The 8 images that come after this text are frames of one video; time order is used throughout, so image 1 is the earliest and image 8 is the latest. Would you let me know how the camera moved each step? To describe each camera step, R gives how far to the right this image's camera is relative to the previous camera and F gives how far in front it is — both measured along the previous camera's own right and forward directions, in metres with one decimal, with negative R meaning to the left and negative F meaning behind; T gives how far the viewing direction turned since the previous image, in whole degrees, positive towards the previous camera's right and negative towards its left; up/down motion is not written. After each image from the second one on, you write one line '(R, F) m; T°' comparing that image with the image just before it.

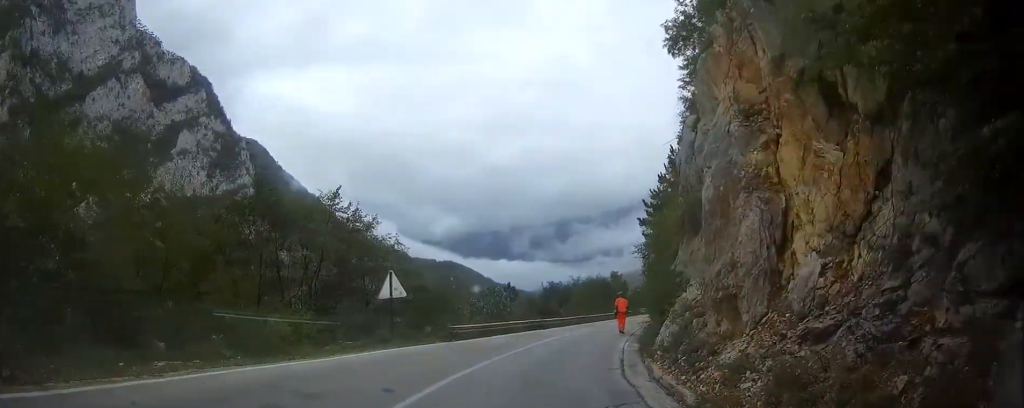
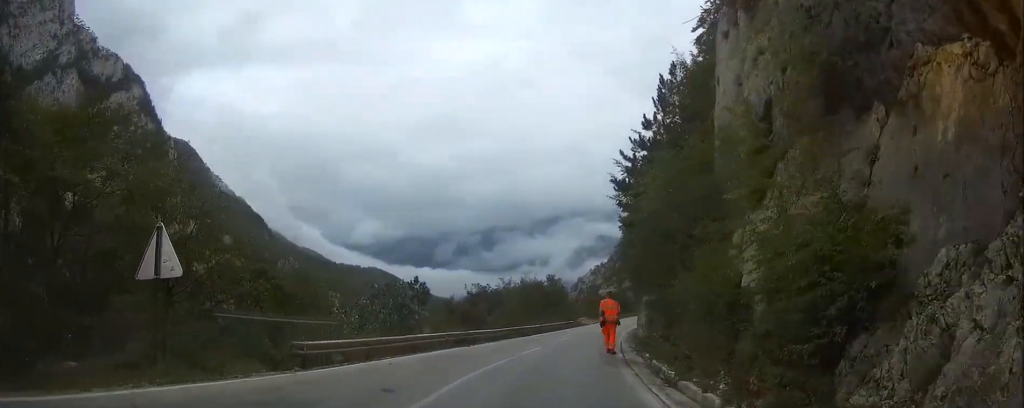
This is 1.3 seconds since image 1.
(+0.3, +13.2) m; +3°
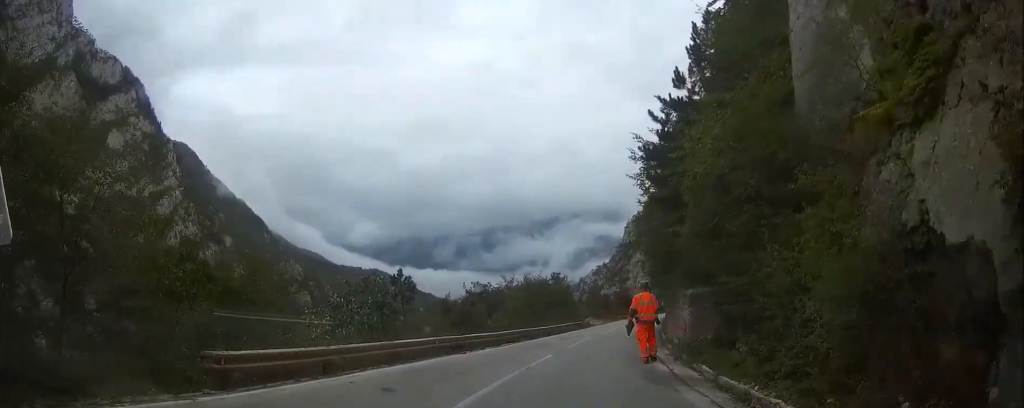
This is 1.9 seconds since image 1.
(+0.1, +4.9) m; +1°
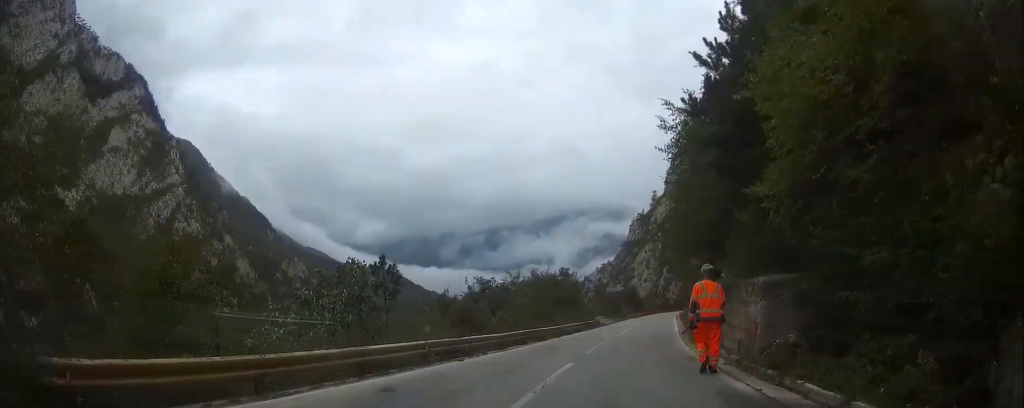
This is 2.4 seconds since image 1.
(0.0, +4.5) m; +1°
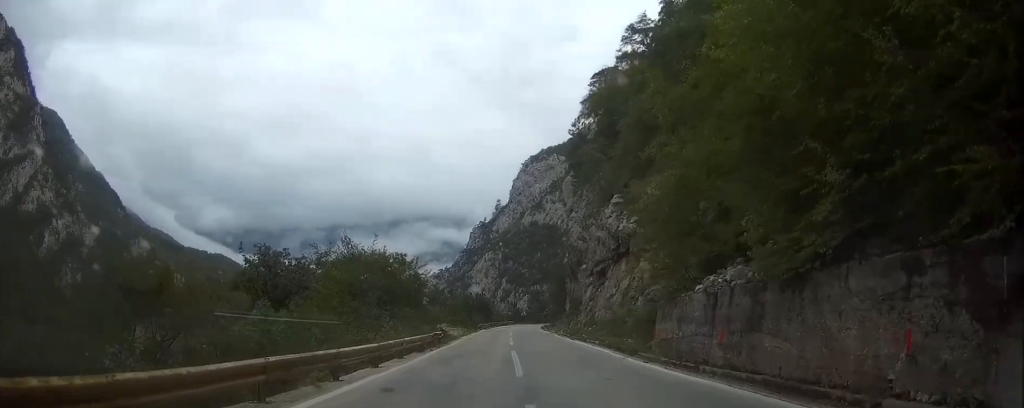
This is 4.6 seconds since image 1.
(+1.2, +19.8) m; +10°
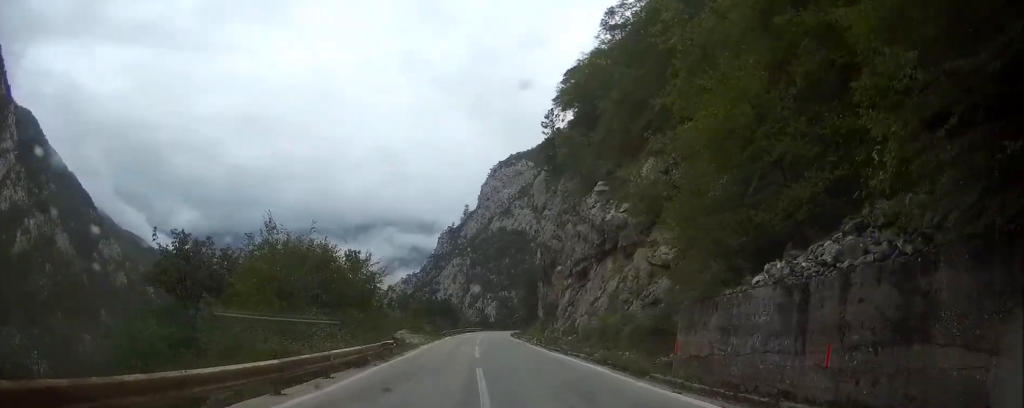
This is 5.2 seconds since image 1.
(+0.2, +5.5) m; +2°
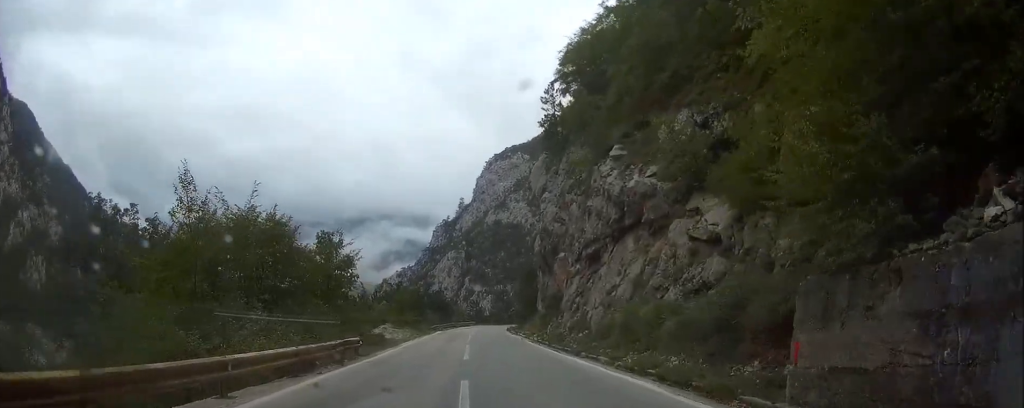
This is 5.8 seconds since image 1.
(+0.1, +5.6) m; +2°
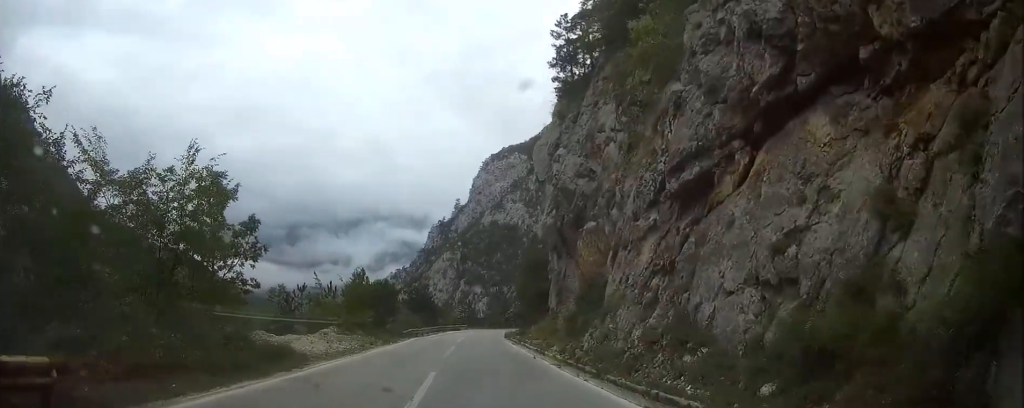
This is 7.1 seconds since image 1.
(+0.3, +15.6) m; +2°
